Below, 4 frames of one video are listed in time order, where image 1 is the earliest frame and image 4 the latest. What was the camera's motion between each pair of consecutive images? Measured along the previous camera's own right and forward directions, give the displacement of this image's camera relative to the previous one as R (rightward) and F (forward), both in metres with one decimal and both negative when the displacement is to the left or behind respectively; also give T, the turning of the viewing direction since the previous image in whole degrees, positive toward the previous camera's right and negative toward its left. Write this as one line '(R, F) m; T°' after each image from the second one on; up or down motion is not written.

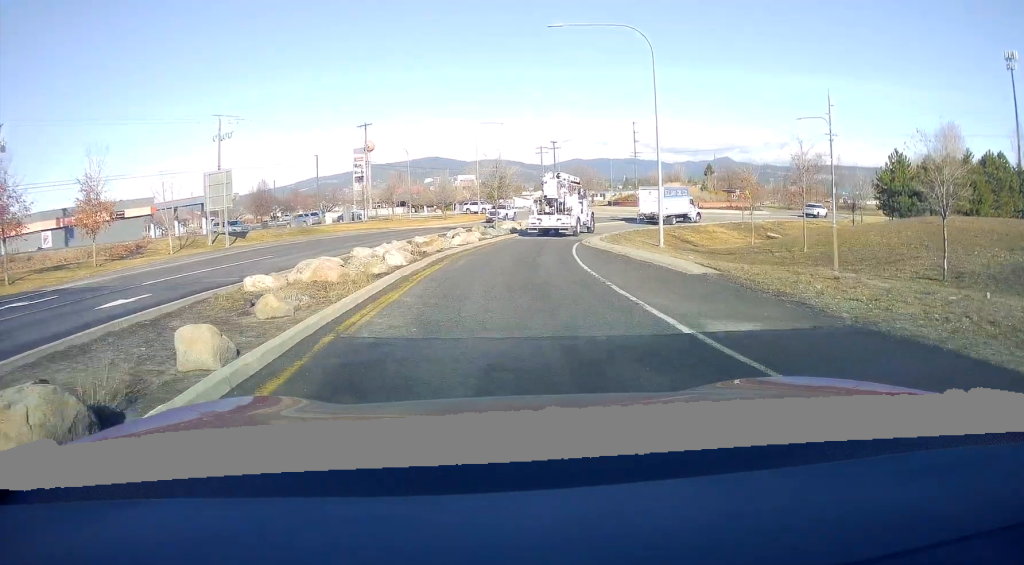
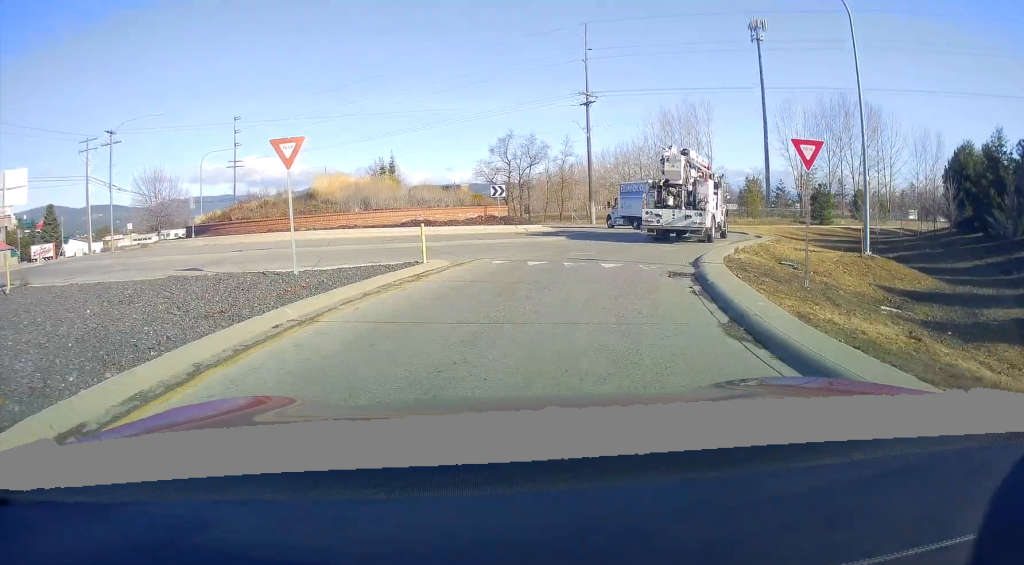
(+10.1, +48.9) m; +35°
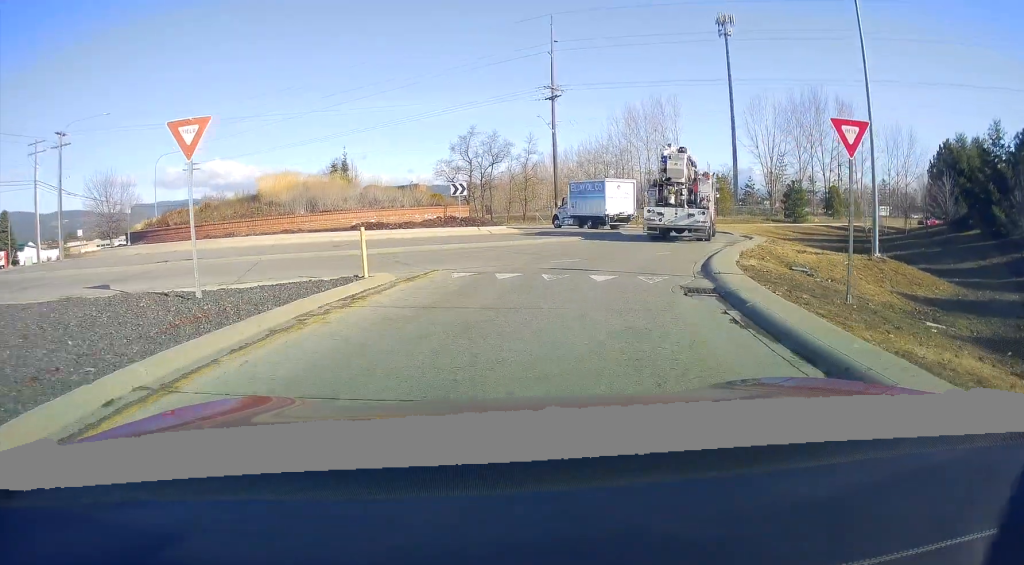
(-0.1, +3.0) m; +2°
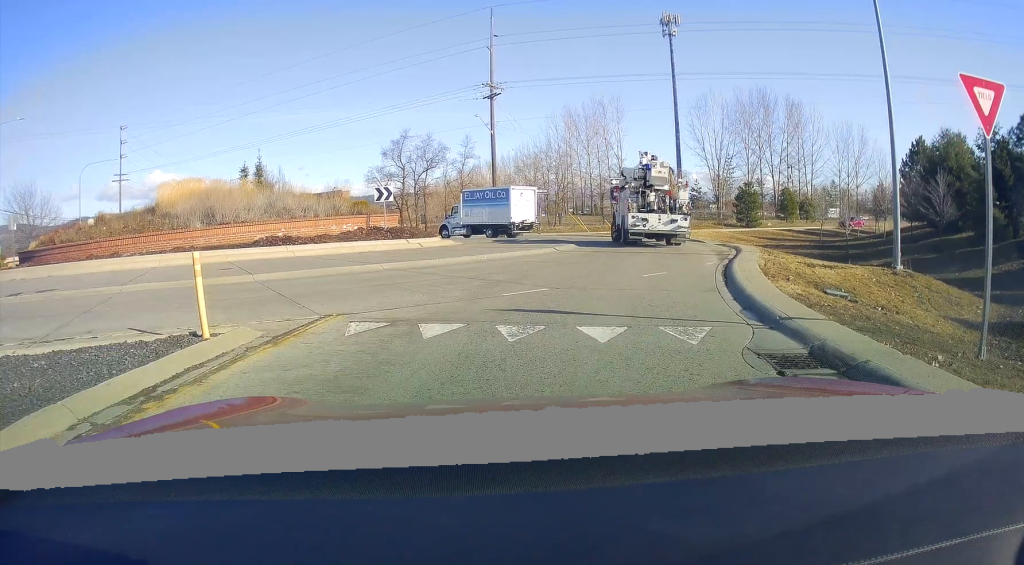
(+0.3, +5.1) m; +9°
